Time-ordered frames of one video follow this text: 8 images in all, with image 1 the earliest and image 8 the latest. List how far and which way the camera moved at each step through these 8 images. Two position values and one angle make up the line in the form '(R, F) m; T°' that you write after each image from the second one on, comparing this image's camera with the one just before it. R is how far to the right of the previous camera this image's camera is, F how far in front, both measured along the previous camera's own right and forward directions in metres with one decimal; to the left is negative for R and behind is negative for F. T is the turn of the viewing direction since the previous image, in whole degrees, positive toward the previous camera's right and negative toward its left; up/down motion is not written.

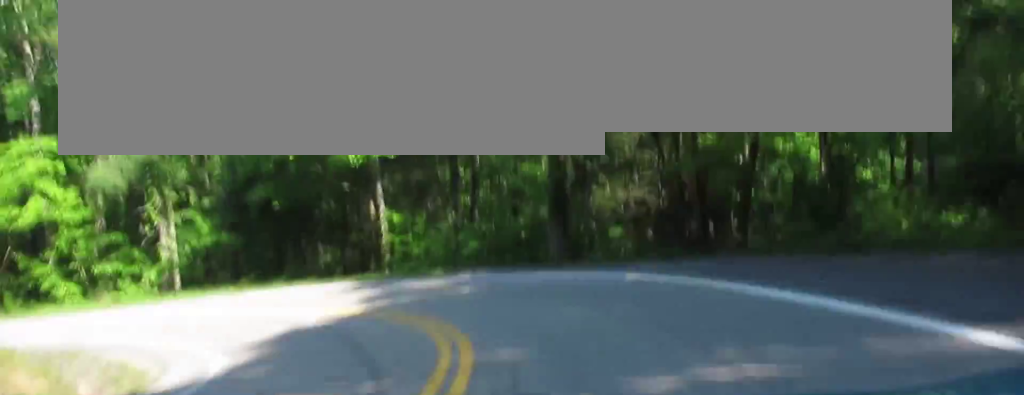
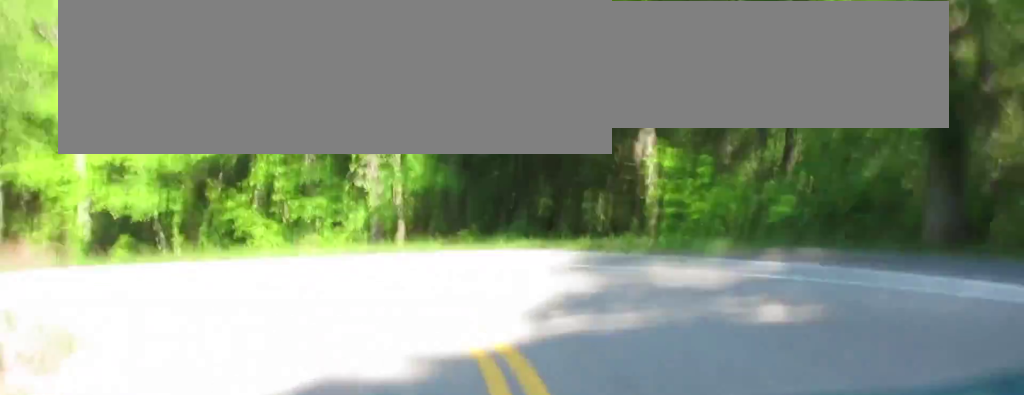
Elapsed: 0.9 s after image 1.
(-2.1, +11.2) m; -19°
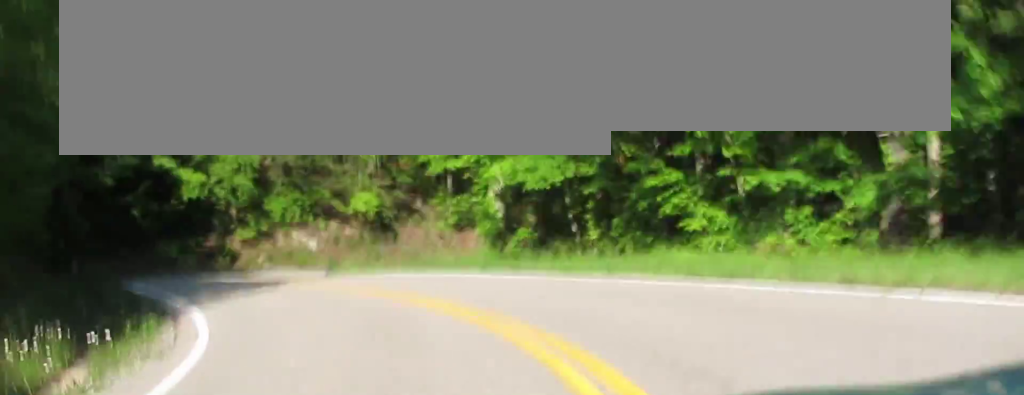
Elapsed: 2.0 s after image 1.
(-2.3, +12.7) m; -14°
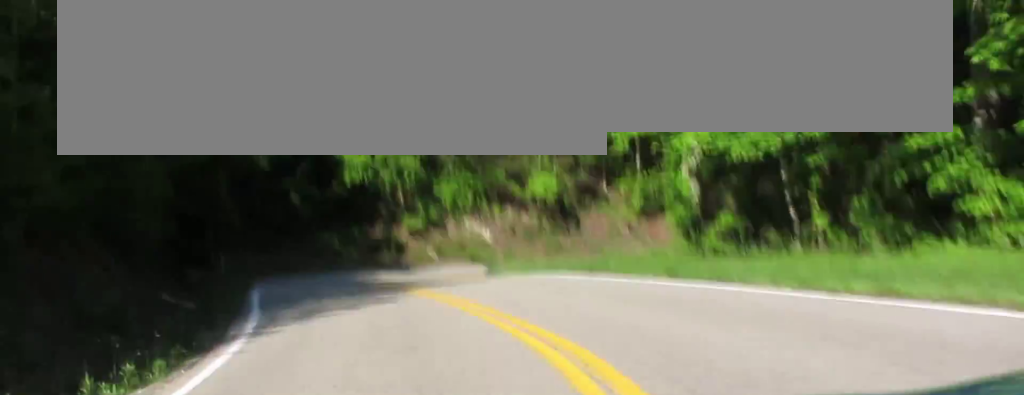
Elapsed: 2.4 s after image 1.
(-0.2, +5.0) m; -3°
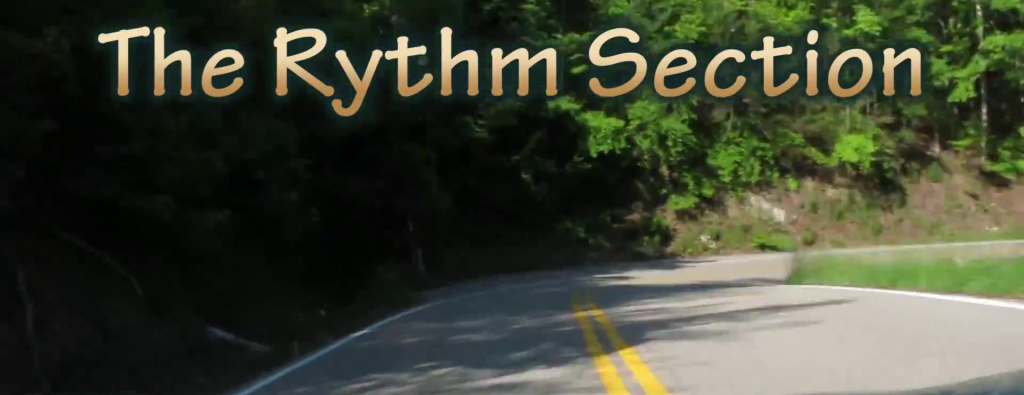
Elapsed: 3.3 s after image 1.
(-0.2, +9.0) m; +1°
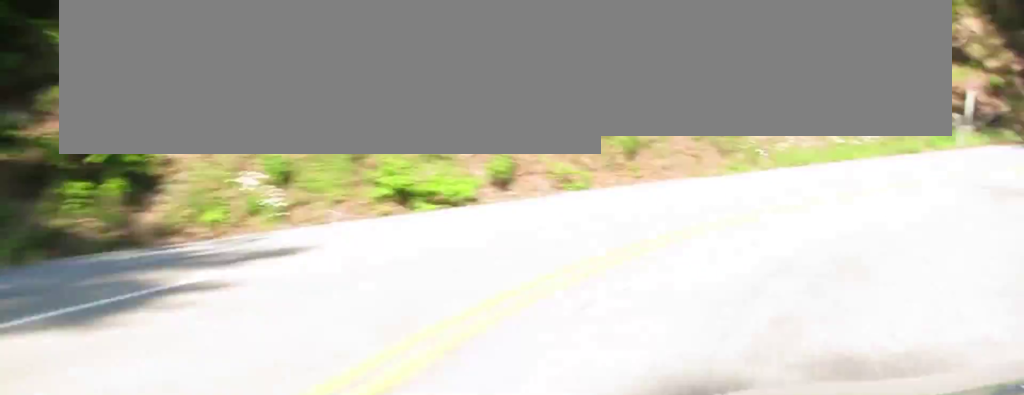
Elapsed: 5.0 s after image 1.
(+1.9, +22.0) m; +20°
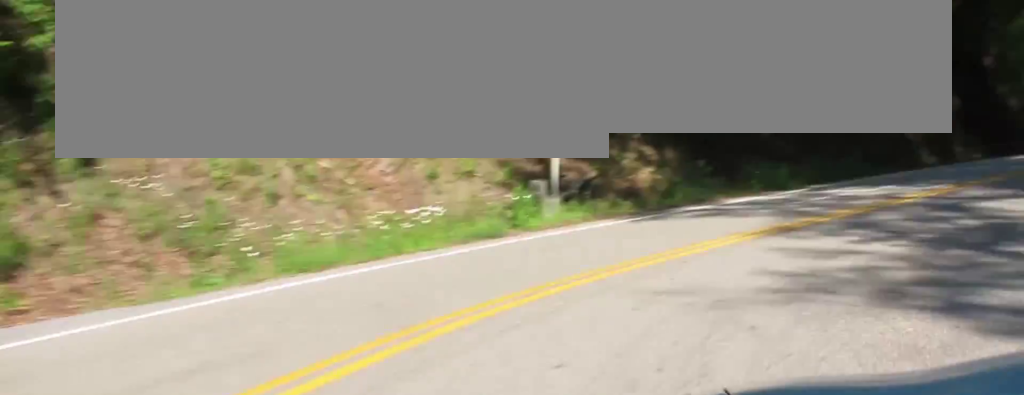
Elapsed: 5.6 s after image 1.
(-0.9, +8.6) m; +18°
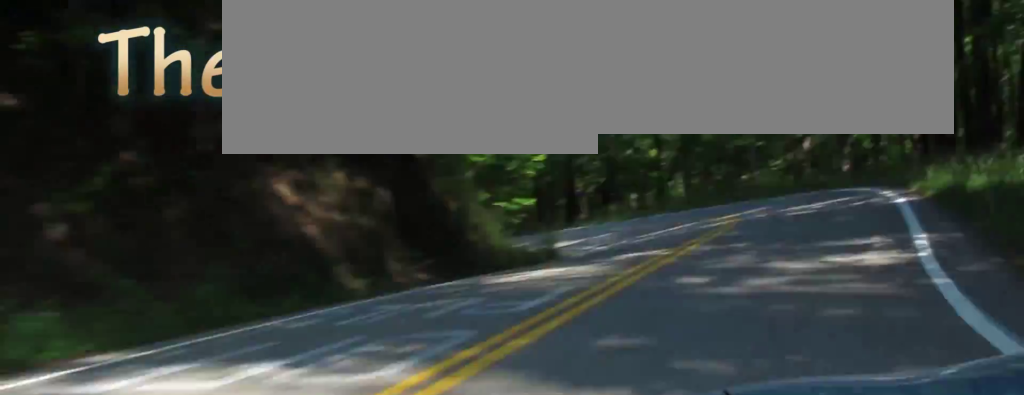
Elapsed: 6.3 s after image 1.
(+4.2, +10.1) m; +39°
